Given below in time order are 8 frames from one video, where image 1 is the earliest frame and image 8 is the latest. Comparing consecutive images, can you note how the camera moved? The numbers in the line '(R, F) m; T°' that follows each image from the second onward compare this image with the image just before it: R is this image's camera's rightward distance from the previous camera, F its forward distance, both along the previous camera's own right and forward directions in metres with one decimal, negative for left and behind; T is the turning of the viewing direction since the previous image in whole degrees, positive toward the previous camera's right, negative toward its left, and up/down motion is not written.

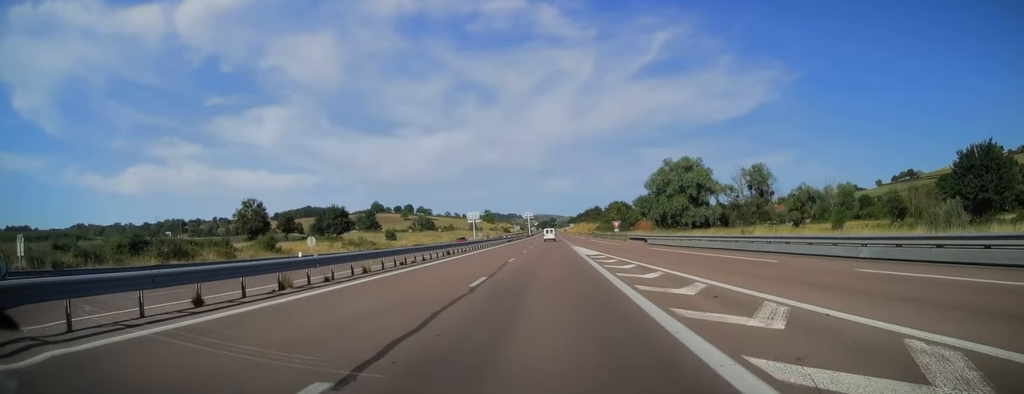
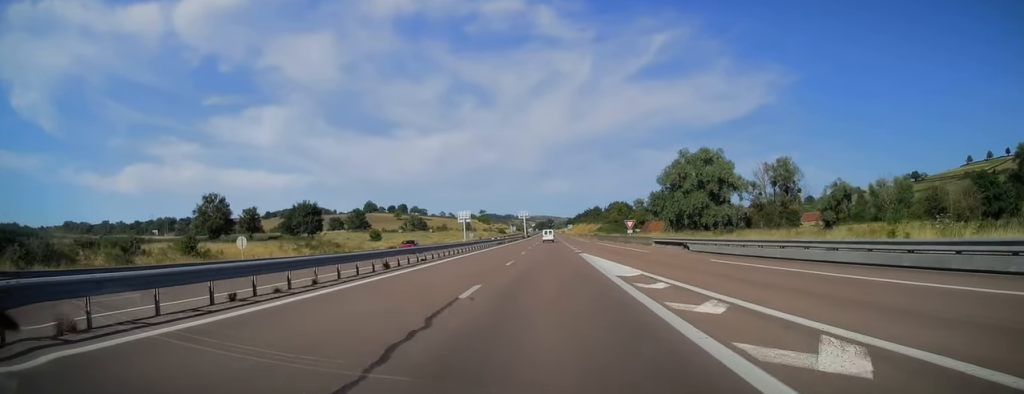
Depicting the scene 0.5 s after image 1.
(0.0, +15.6) m; 0°
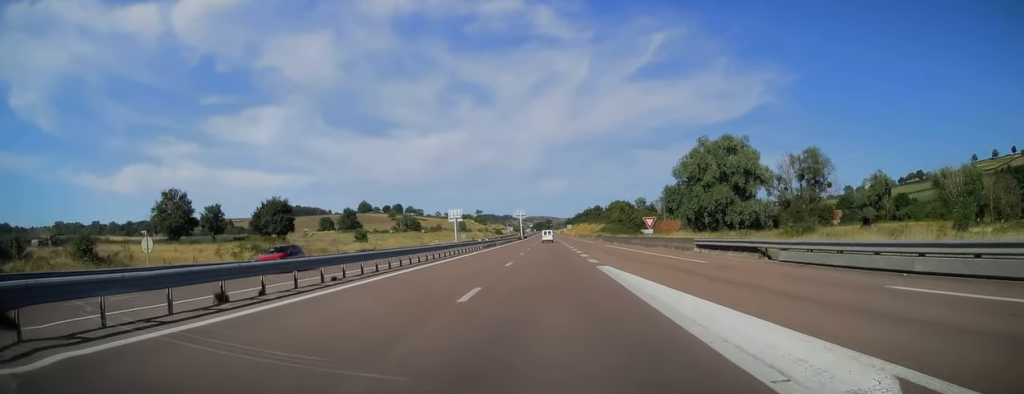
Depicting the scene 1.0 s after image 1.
(0.0, +13.6) m; 0°
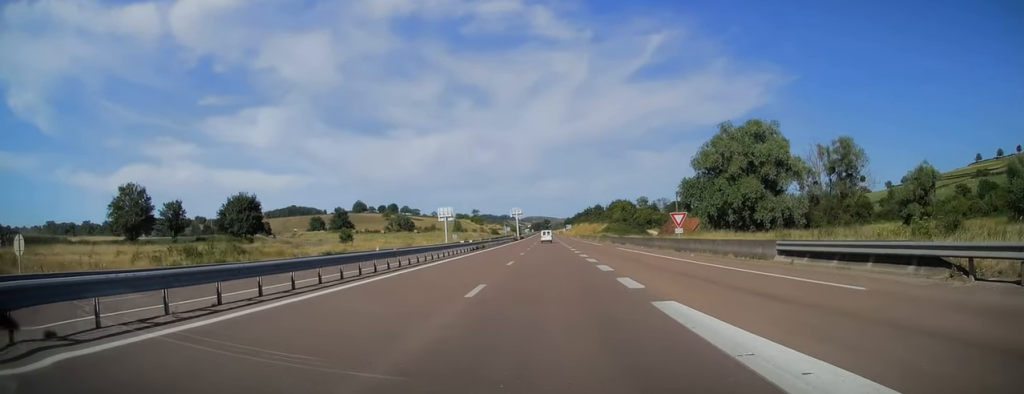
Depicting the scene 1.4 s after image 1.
(0.0, +12.2) m; 0°
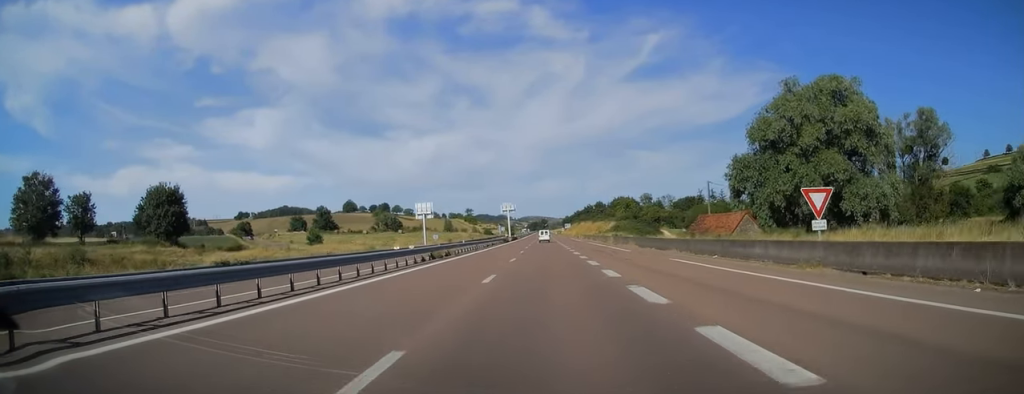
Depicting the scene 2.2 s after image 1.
(-0.1, +21.9) m; 0°
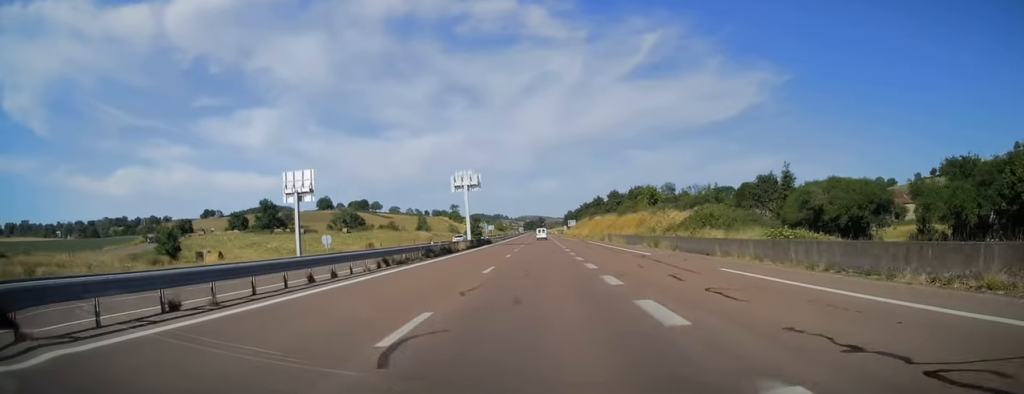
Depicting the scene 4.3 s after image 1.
(+0.8, +61.5) m; +1°
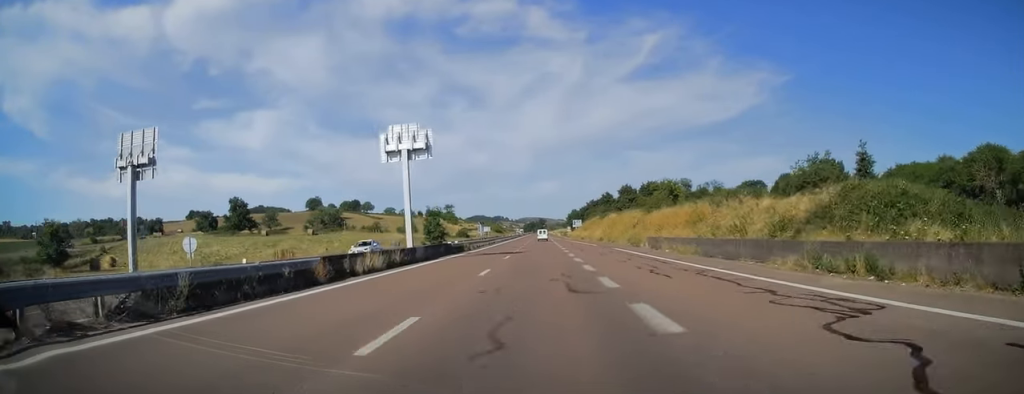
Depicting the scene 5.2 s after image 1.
(-0.2, +26.4) m; 0°
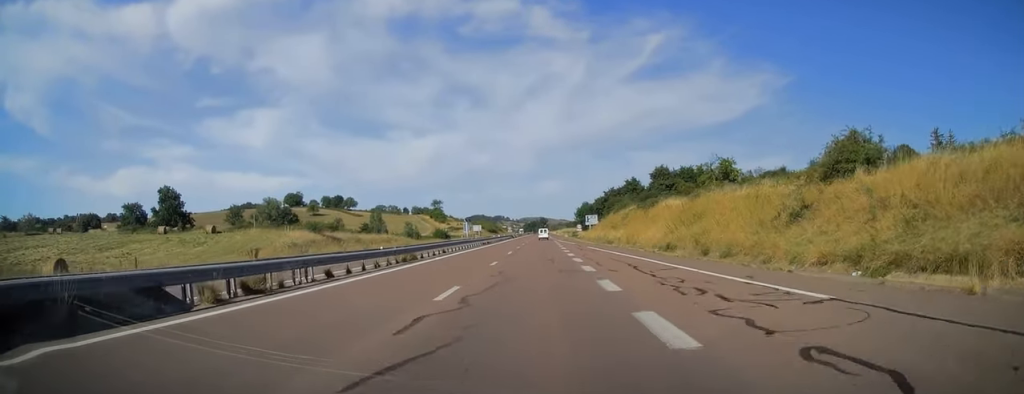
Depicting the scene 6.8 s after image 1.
(0.0, +46.4) m; 0°
